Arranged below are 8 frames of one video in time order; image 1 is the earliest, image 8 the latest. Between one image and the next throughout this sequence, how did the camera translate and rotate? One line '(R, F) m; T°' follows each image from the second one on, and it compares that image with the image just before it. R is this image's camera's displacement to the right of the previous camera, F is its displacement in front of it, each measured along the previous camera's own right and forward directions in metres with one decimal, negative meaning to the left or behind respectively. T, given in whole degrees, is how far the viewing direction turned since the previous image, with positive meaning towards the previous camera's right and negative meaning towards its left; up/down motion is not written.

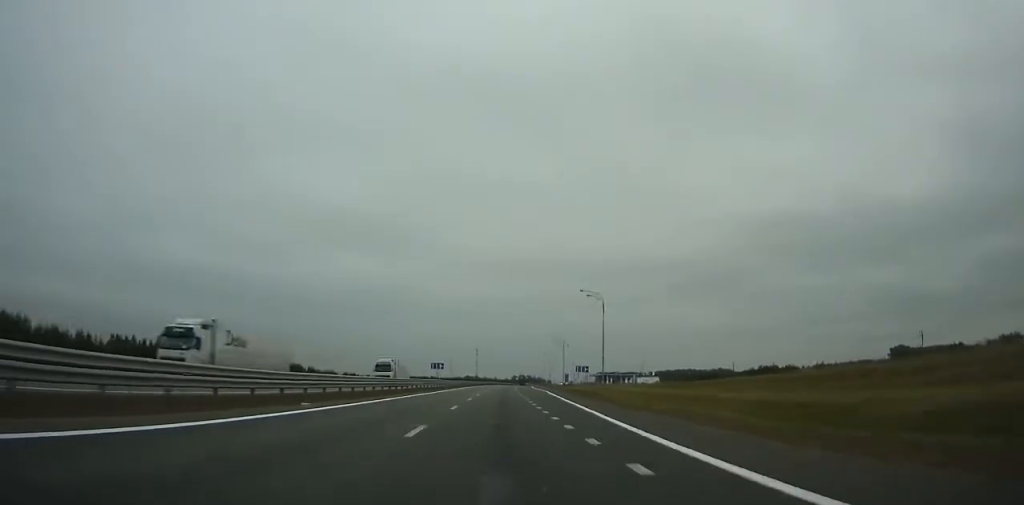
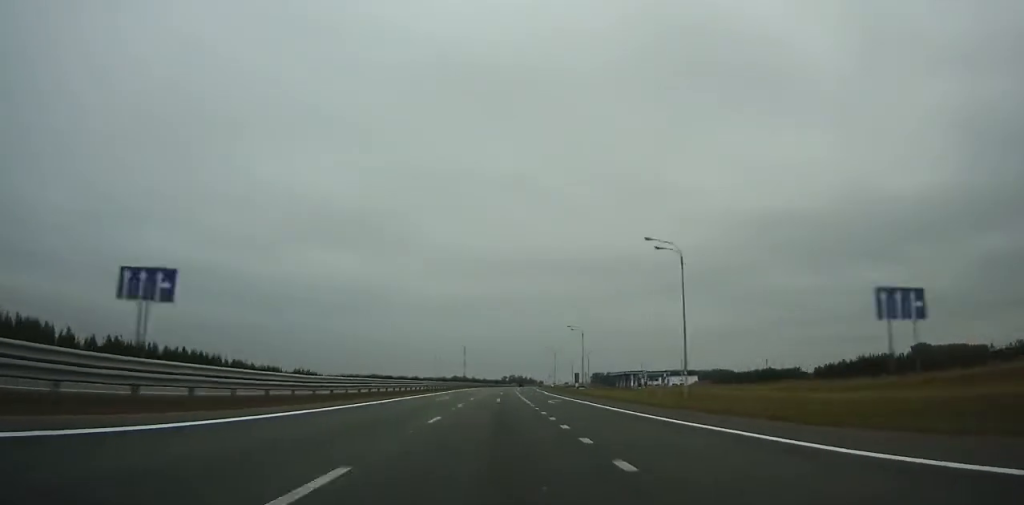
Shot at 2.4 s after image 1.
(+0.8, +67.9) m; +1°
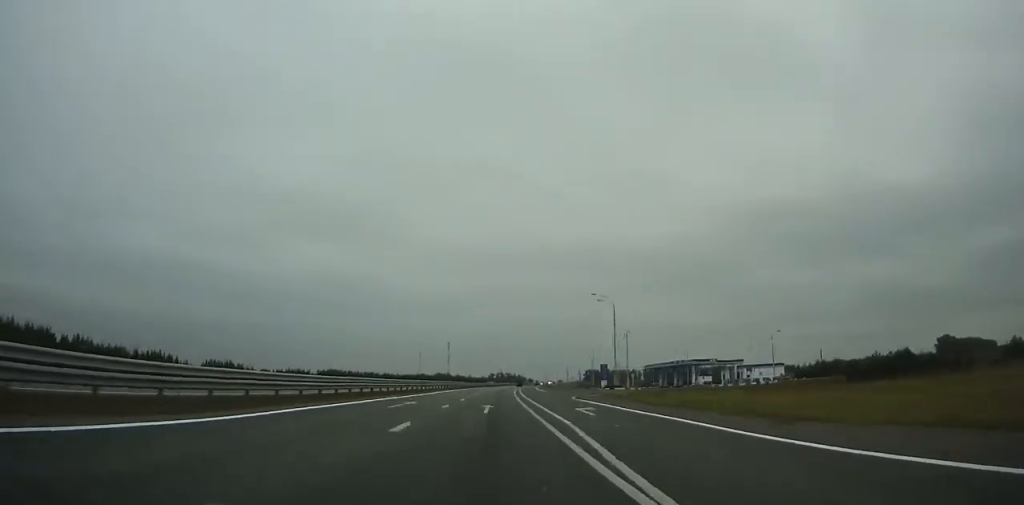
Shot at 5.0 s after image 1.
(+0.9, +73.0) m; +1°
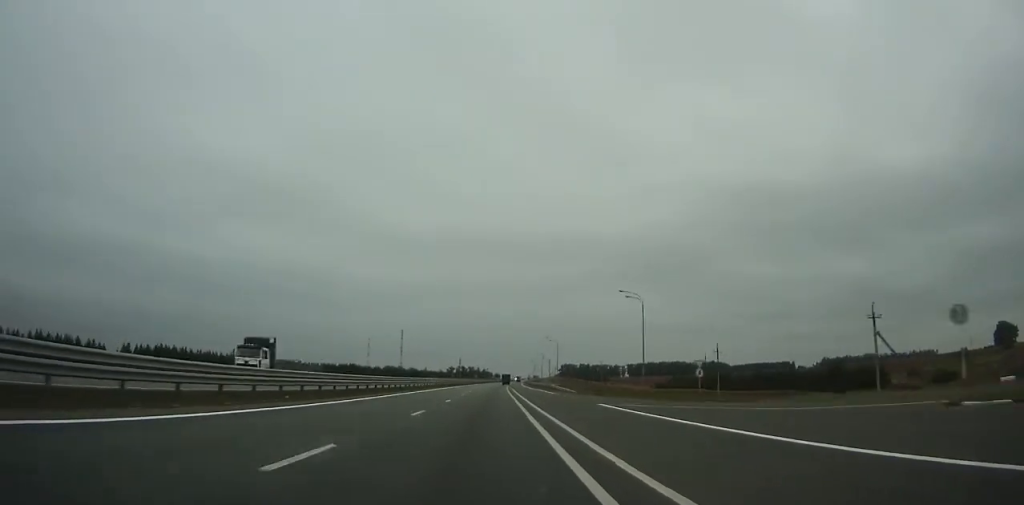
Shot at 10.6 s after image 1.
(+3.7, +152.6) m; +3°
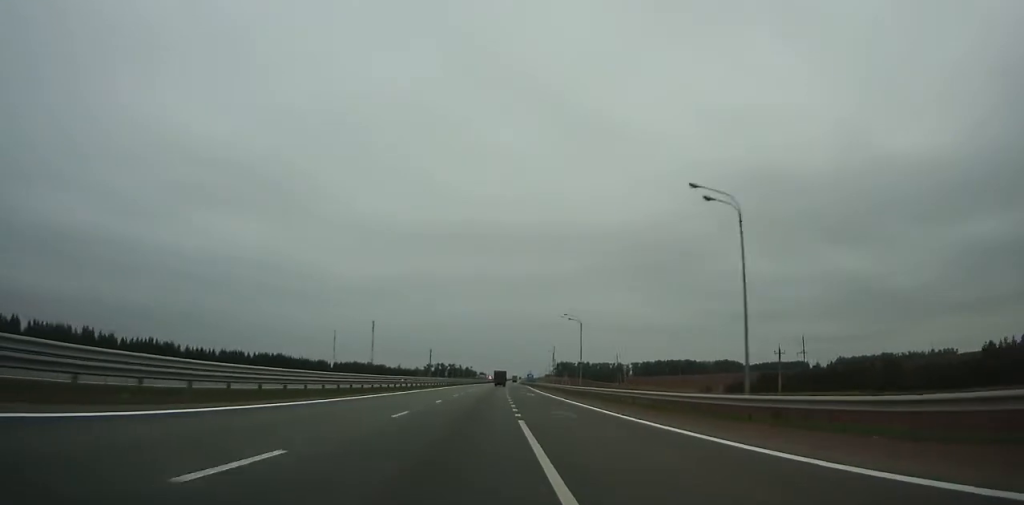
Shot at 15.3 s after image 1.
(+2.1, +120.6) m; +2°
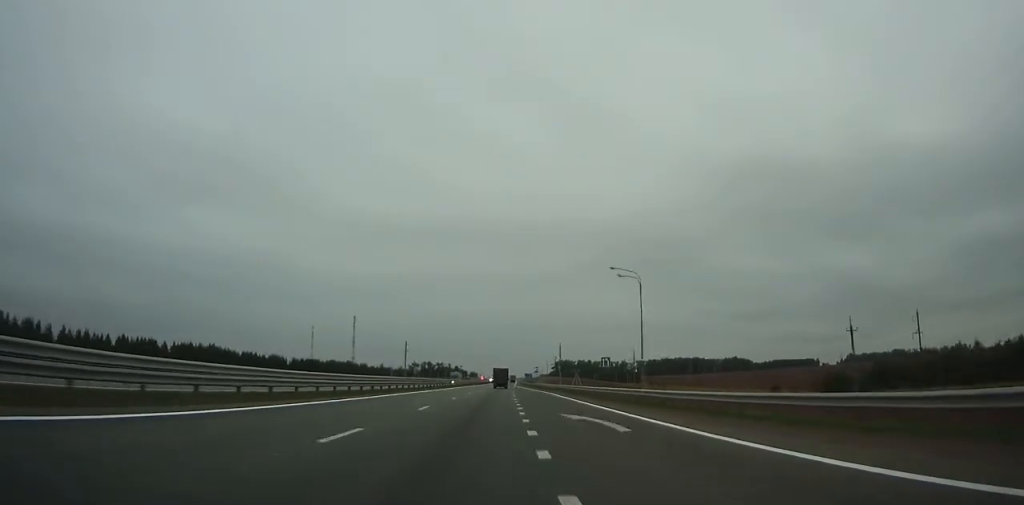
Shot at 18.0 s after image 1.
(+0.5, +66.0) m; +1°
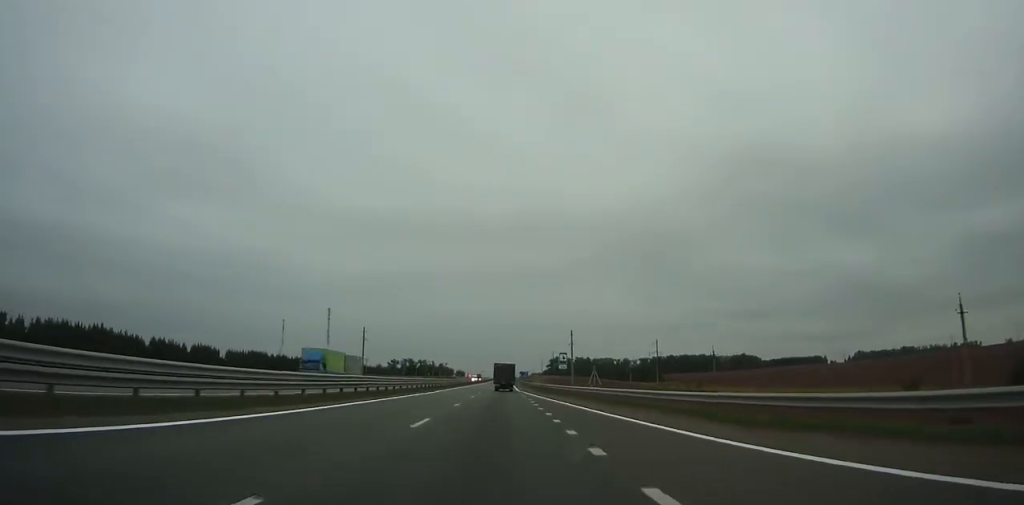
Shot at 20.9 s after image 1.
(+0.6, +68.6) m; +1°
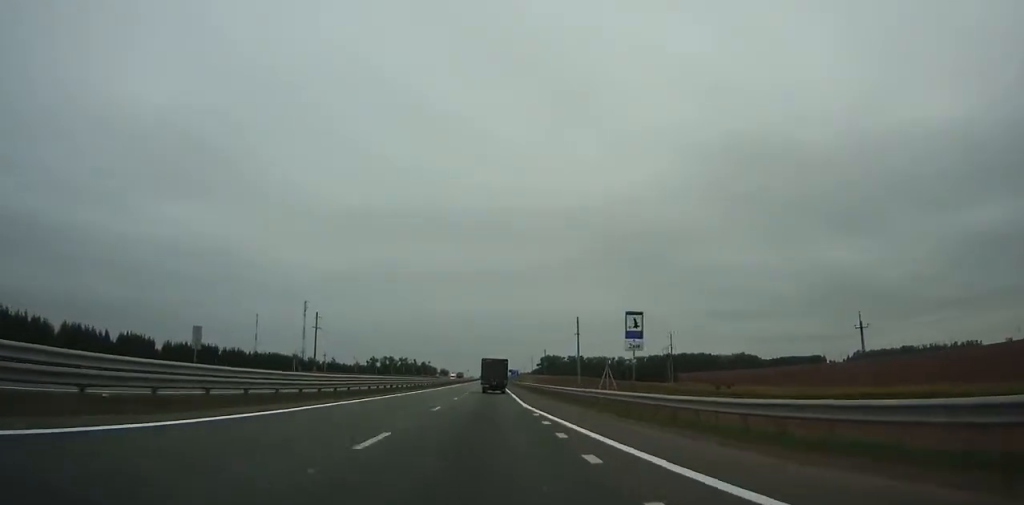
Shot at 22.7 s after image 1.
(+0.2, +41.8) m; 0°
